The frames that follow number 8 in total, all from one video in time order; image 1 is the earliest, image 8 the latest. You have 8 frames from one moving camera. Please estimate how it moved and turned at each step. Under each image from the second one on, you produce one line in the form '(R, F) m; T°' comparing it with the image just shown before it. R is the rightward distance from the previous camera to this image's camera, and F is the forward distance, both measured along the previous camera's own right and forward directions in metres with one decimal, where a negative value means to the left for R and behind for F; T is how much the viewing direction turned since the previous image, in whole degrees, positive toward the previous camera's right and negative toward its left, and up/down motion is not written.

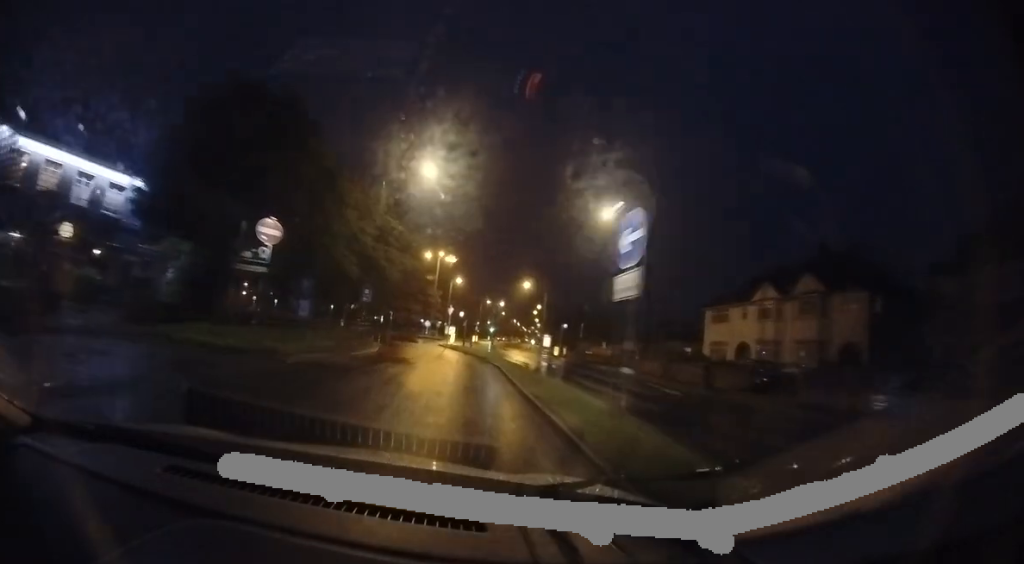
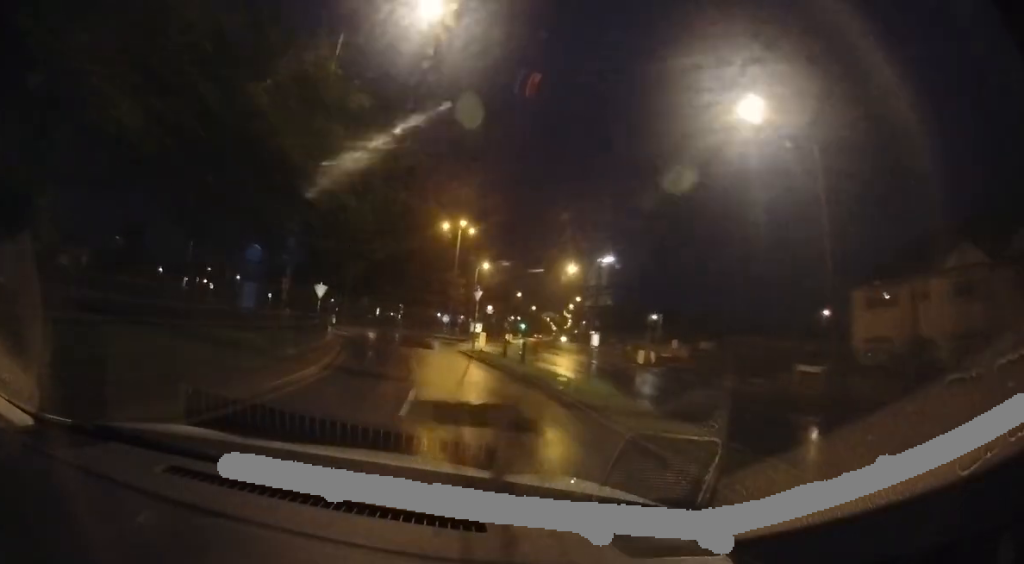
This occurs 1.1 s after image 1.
(+0.1, +11.4) m; -4°
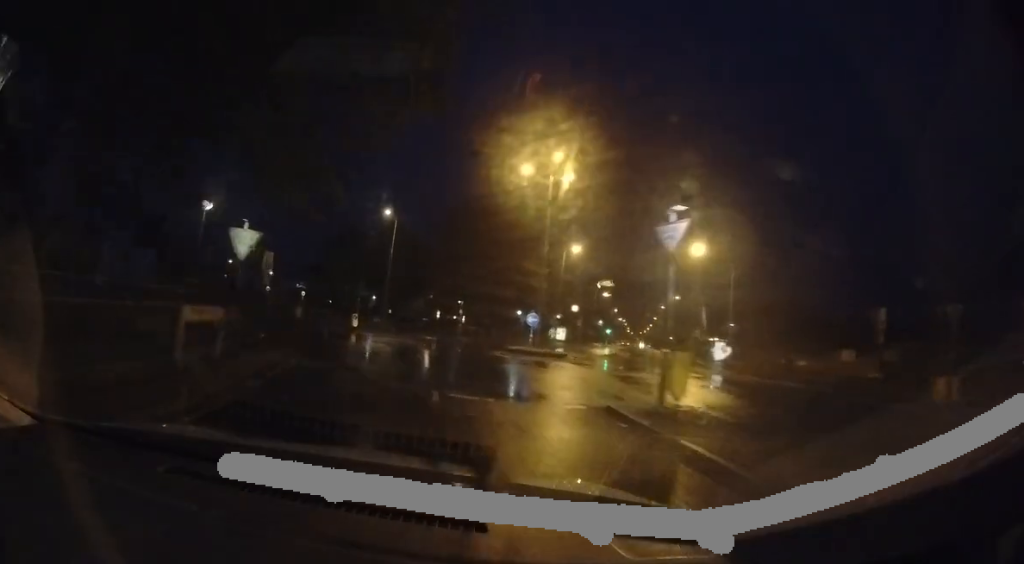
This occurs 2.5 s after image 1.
(-1.3, +12.6) m; -10°
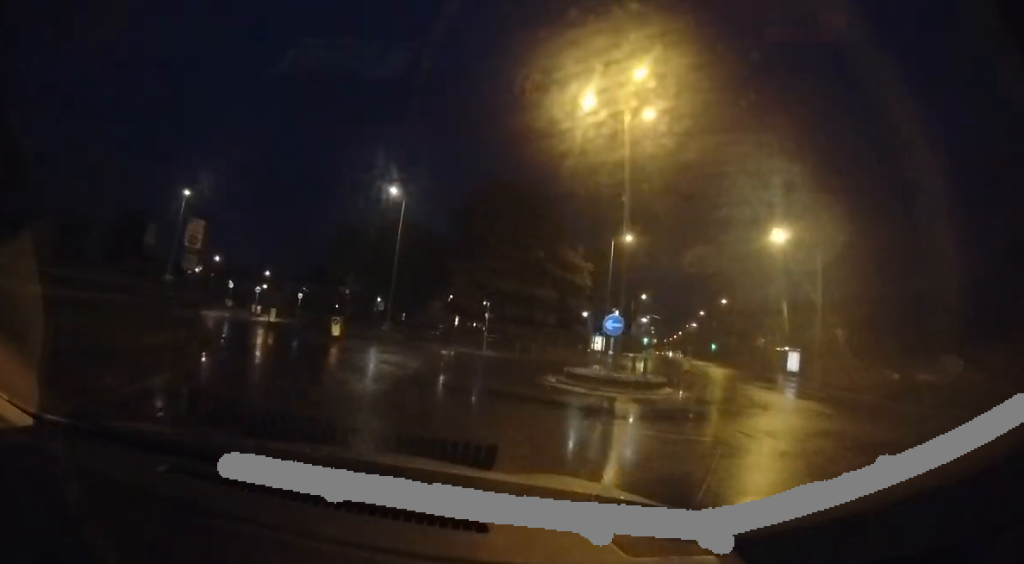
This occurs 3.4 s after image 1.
(-0.1, +7.2) m; +1°
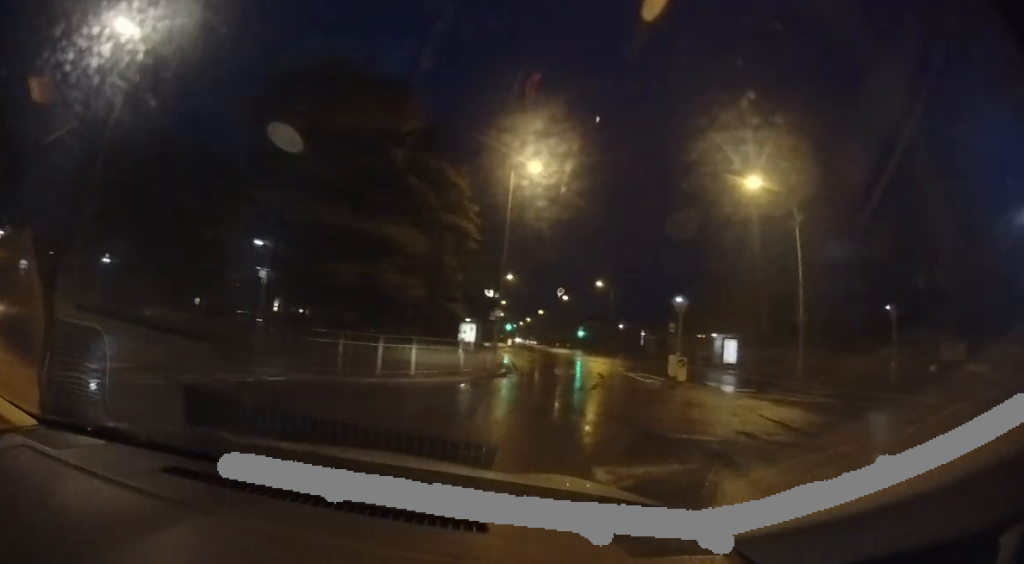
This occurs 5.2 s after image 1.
(+0.6, +13.0) m; +12°
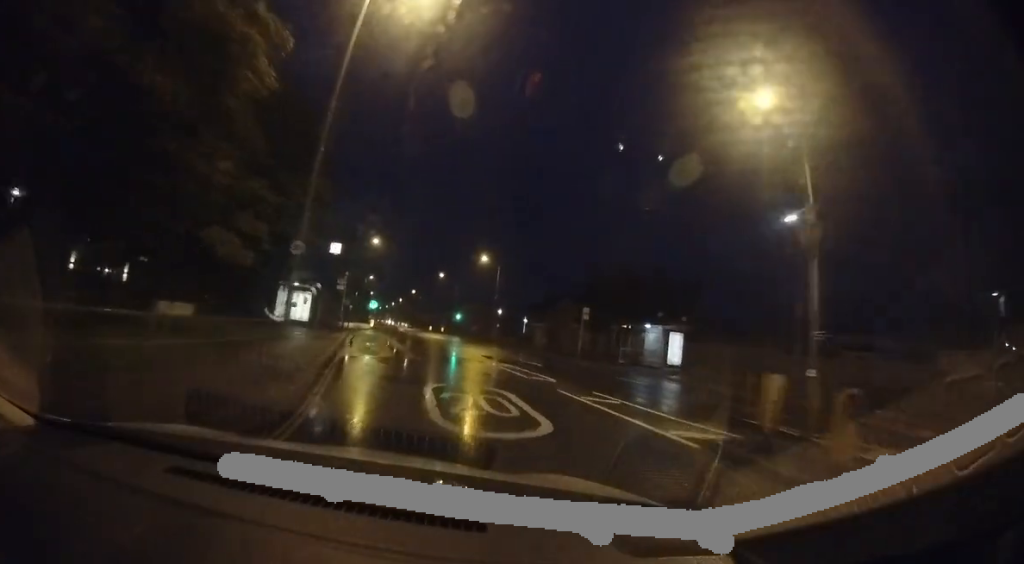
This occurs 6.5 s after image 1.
(+1.7, +9.0) m; +20°
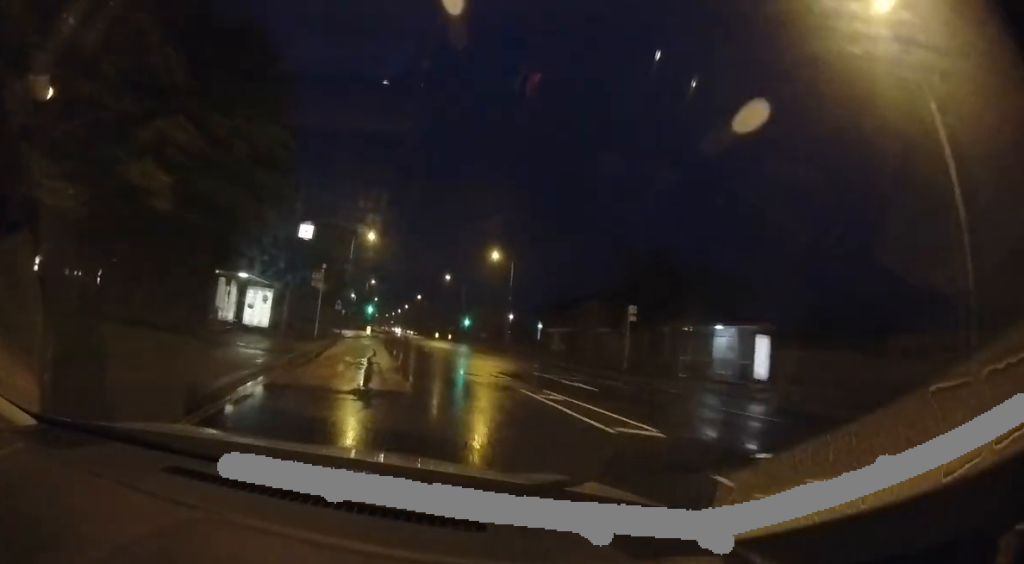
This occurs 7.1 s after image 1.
(+0.4, +5.1) m; +3°
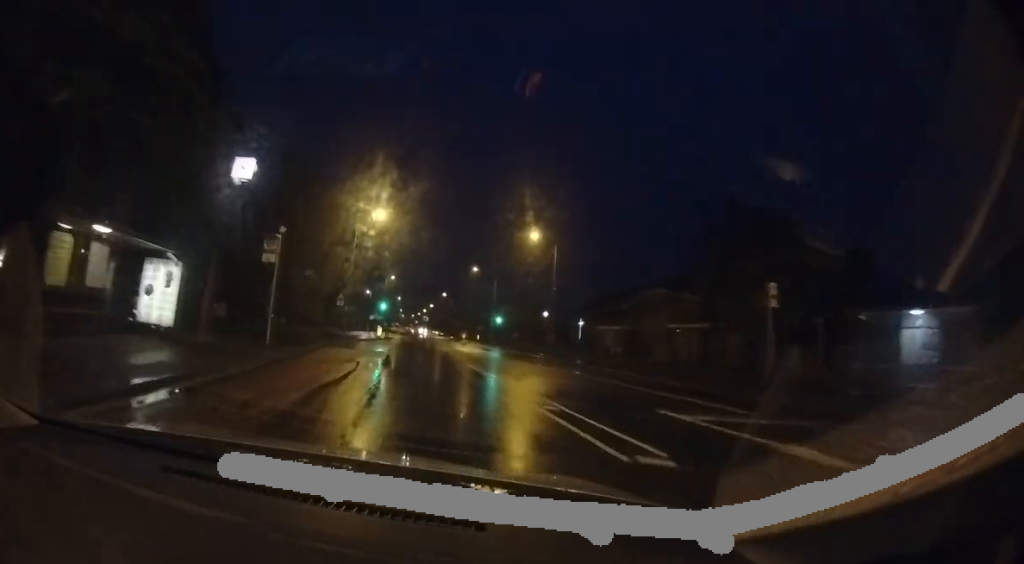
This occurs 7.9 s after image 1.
(+0.2, +7.1) m; +1°
